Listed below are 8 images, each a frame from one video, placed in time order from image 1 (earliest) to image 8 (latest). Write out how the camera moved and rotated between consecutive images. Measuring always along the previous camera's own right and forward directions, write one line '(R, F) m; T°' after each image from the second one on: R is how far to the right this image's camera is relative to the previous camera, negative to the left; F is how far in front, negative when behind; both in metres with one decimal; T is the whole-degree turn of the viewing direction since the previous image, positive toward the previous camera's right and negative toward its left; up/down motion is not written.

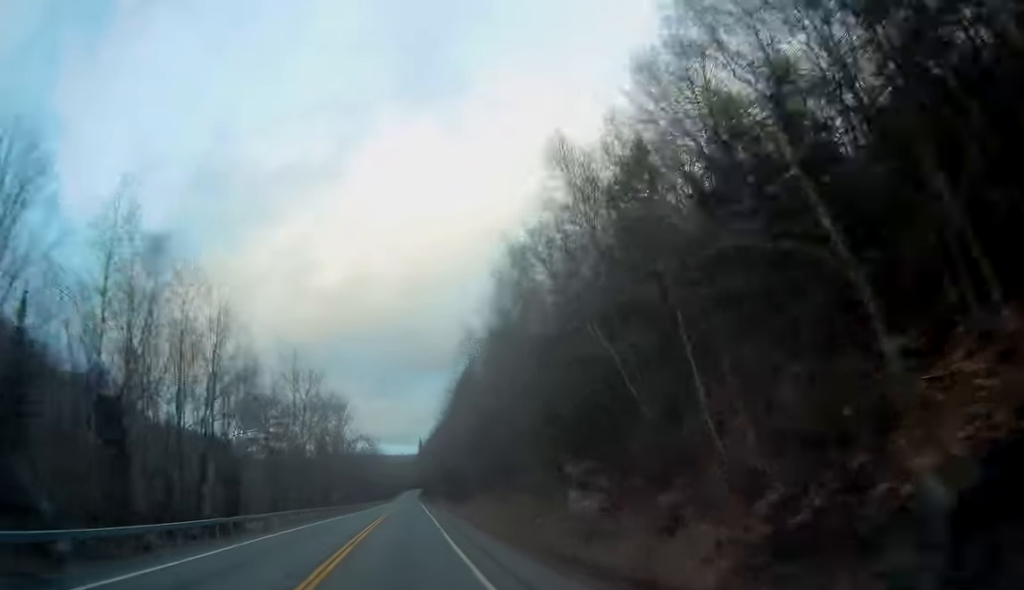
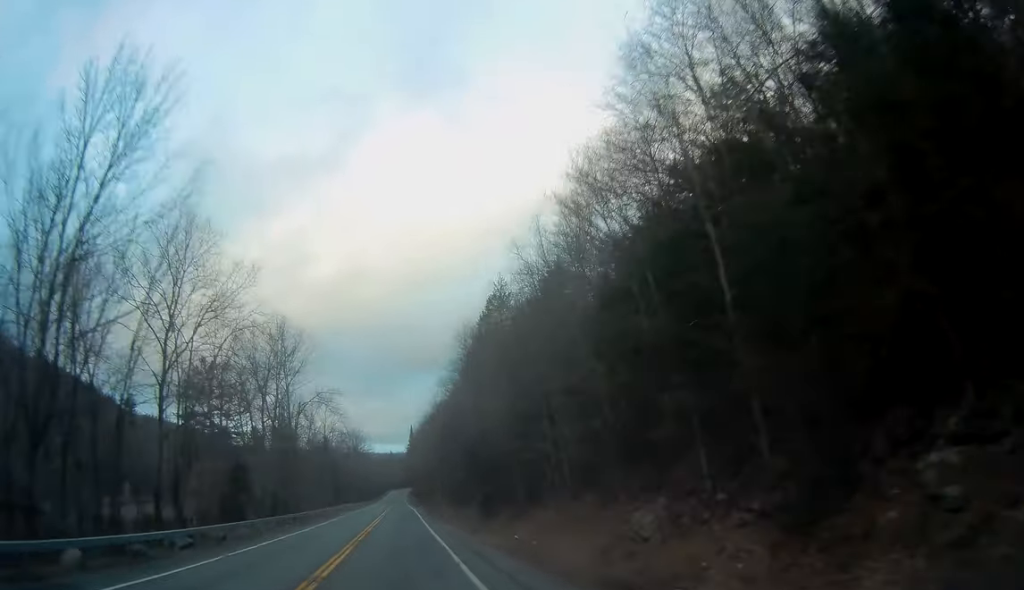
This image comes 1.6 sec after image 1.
(+1.3, +41.4) m; +2°
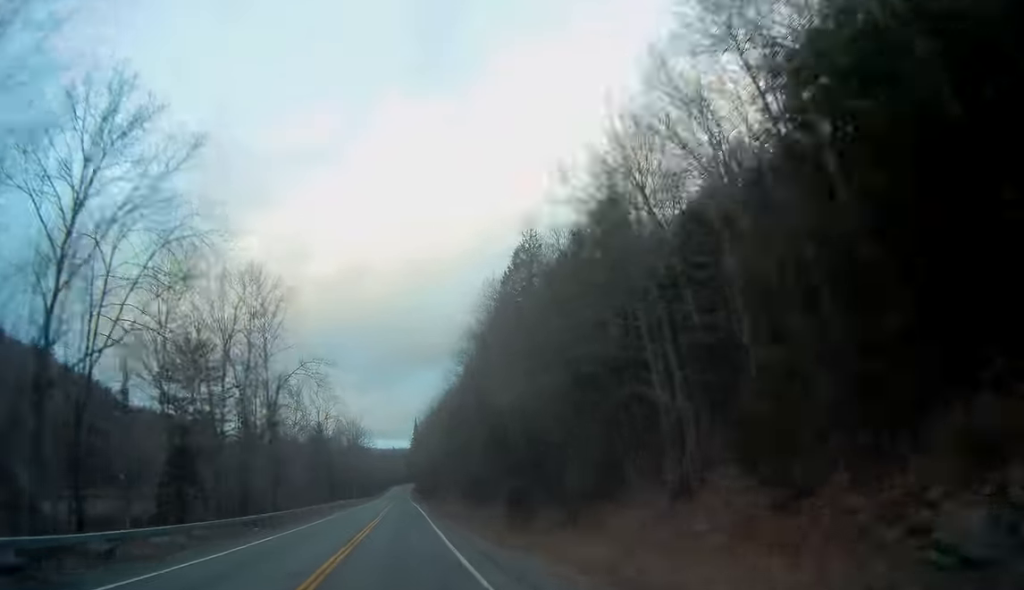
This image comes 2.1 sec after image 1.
(-0.1, +12.2) m; 0°
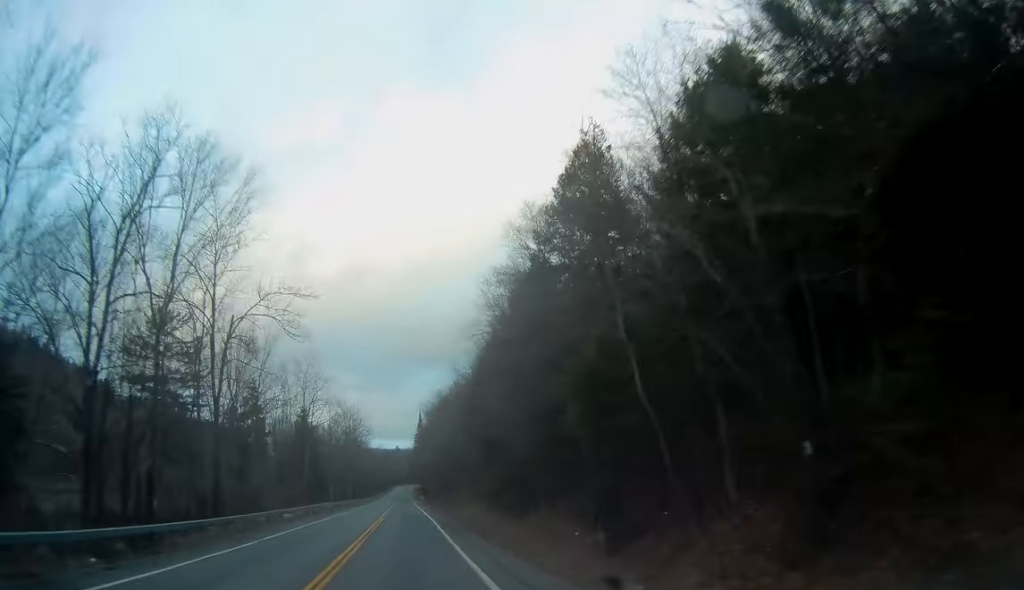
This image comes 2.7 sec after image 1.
(-0.3, +16.6) m; 0°
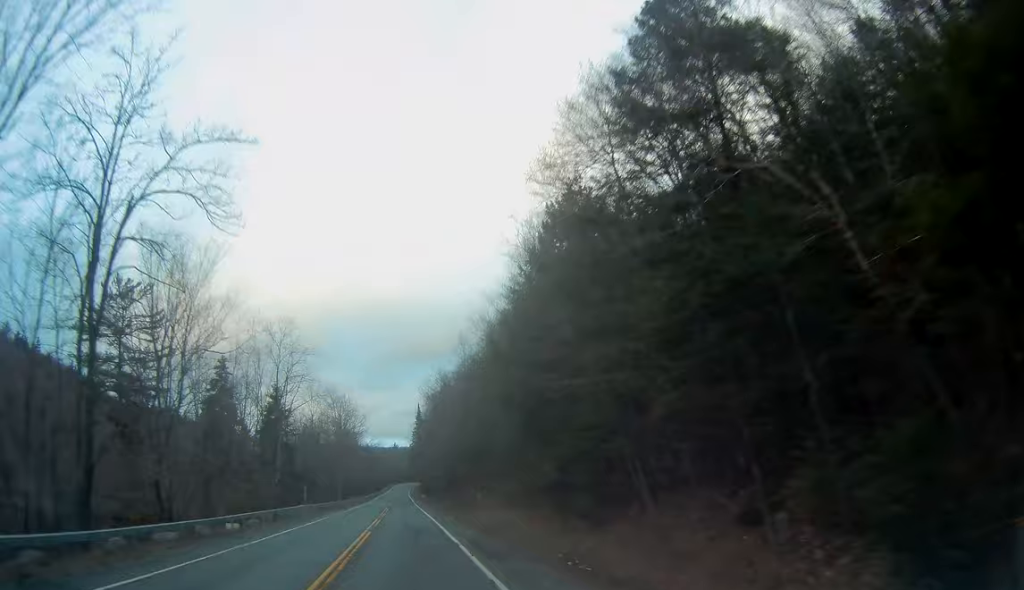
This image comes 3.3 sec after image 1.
(+0.1, +15.0) m; 0°
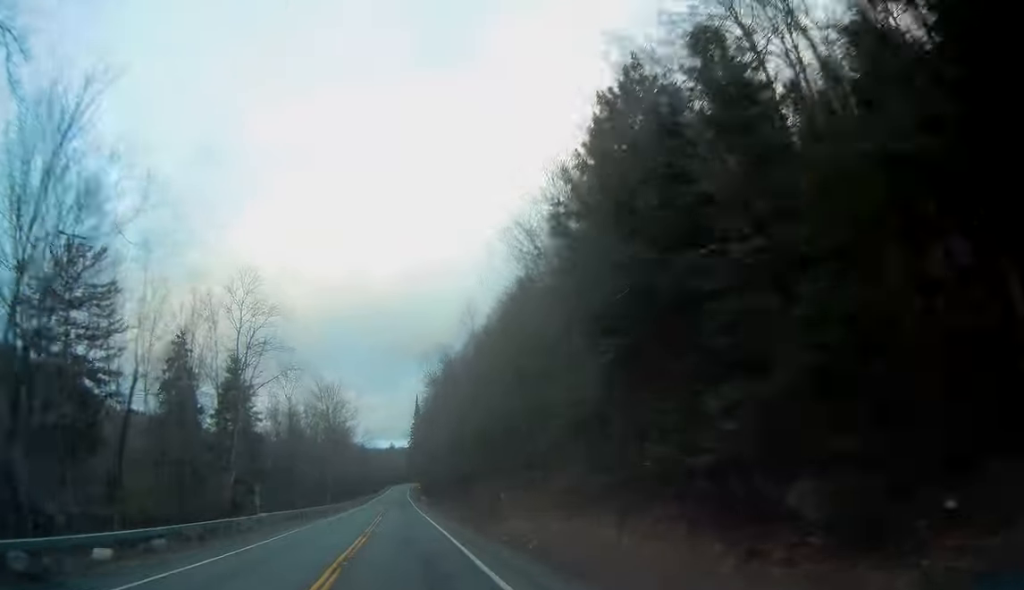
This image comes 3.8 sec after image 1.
(+0.1, +14.1) m; 0°
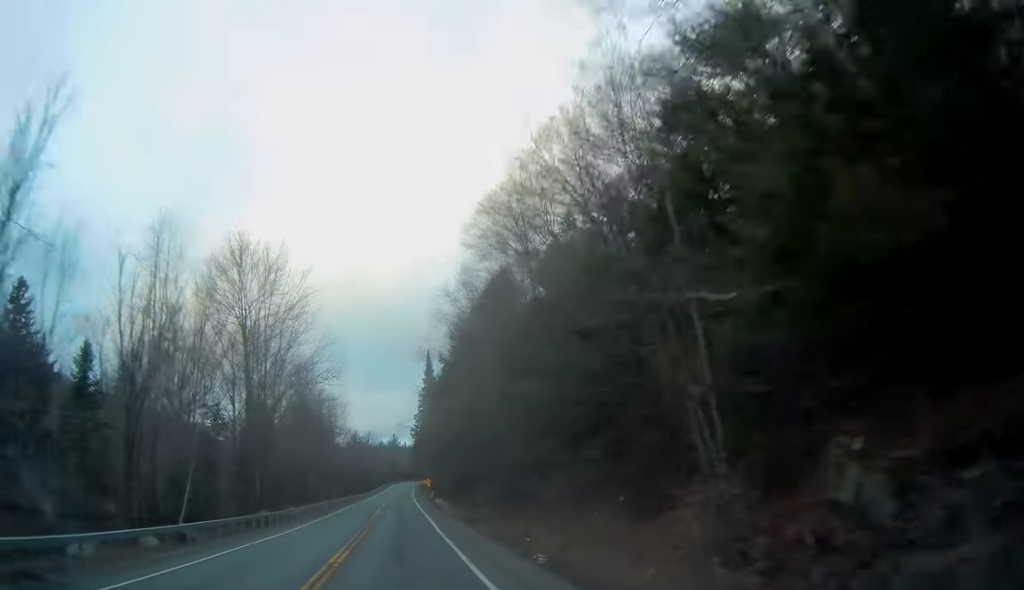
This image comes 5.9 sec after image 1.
(-0.1, +56.2) m; 0°
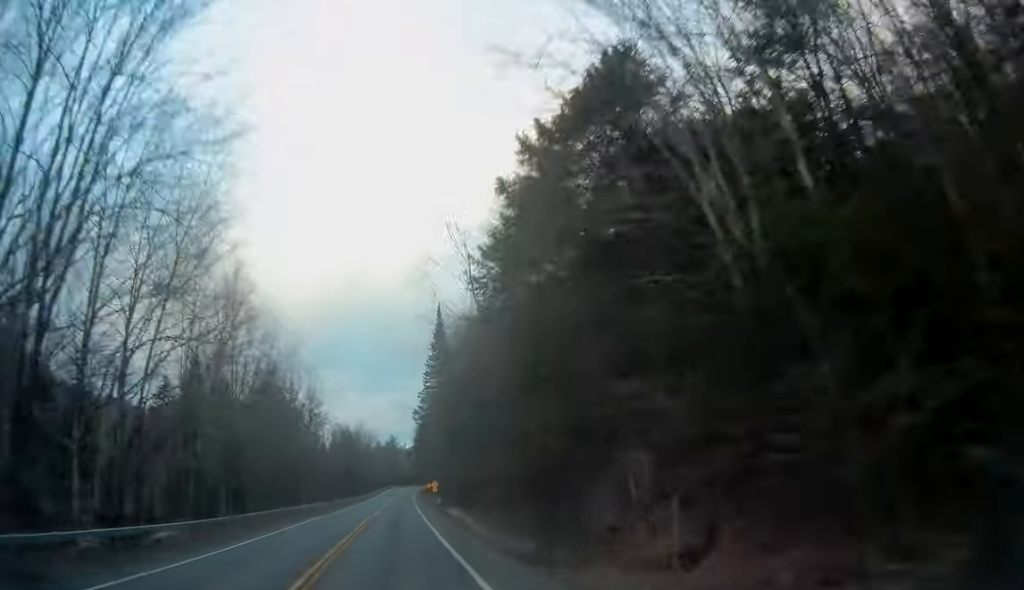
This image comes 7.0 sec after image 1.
(-0.2, +30.6) m; 0°
